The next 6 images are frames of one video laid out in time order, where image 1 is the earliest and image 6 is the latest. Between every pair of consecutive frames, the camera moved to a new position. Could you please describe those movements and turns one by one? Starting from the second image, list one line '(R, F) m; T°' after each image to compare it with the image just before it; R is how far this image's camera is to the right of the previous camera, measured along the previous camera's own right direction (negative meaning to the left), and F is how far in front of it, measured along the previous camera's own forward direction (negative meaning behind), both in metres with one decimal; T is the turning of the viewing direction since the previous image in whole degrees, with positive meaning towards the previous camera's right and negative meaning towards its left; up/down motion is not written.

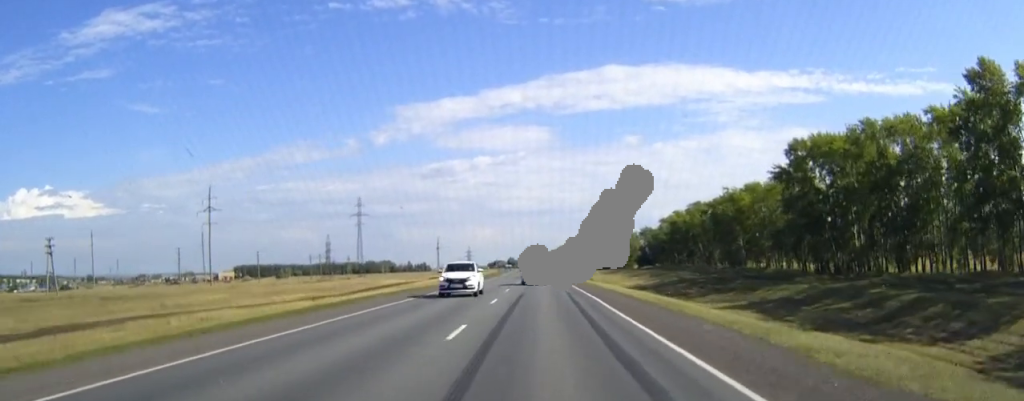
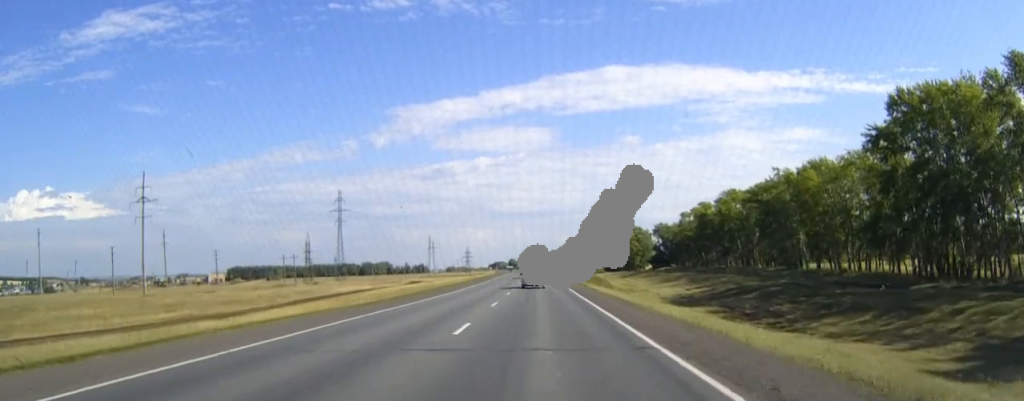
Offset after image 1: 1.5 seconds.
(+0.1, +34.2) m; 0°
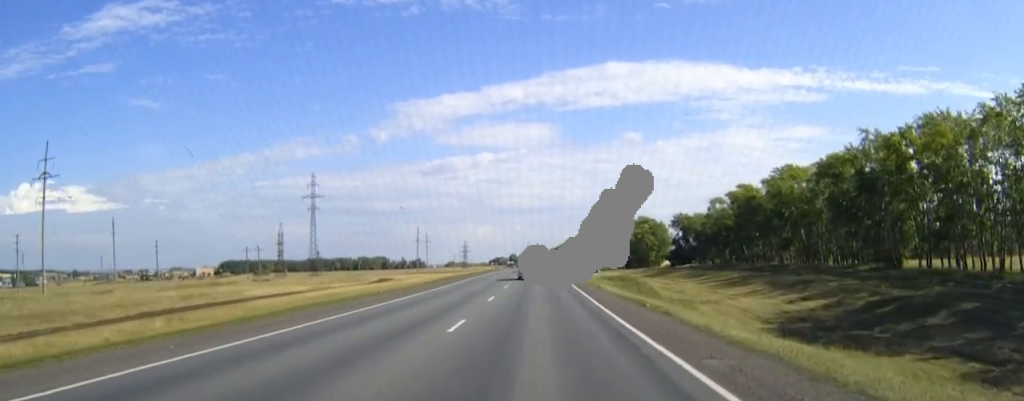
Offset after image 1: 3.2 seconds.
(-0.1, +36.3) m; 0°
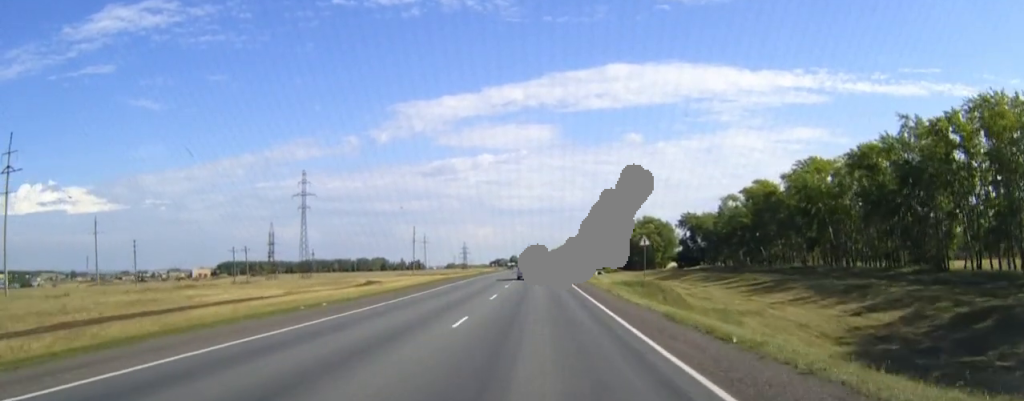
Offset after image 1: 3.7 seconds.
(0.0, +11.2) m; 0°
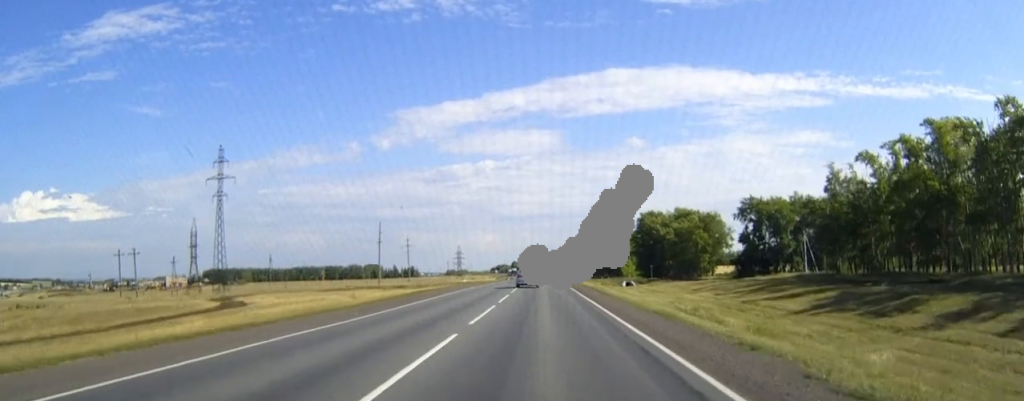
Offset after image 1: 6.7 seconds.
(-0.3, +67.7) m; 0°
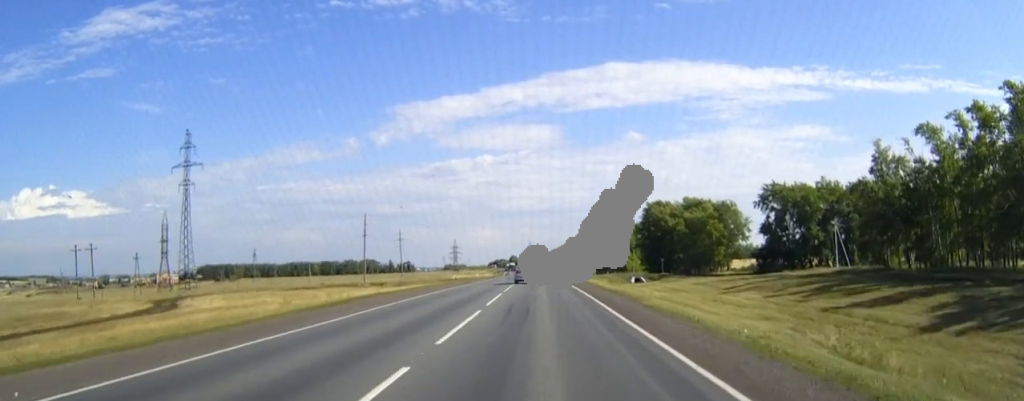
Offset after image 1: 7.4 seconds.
(0.0, +17.4) m; 0°
